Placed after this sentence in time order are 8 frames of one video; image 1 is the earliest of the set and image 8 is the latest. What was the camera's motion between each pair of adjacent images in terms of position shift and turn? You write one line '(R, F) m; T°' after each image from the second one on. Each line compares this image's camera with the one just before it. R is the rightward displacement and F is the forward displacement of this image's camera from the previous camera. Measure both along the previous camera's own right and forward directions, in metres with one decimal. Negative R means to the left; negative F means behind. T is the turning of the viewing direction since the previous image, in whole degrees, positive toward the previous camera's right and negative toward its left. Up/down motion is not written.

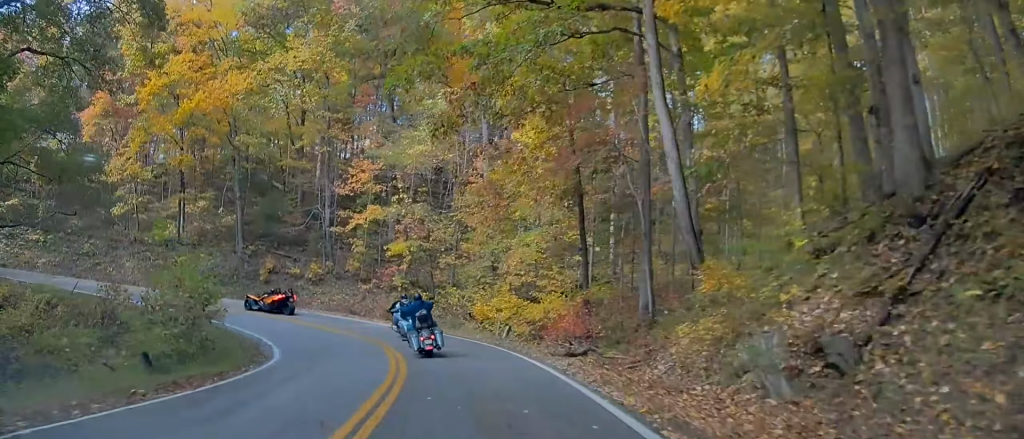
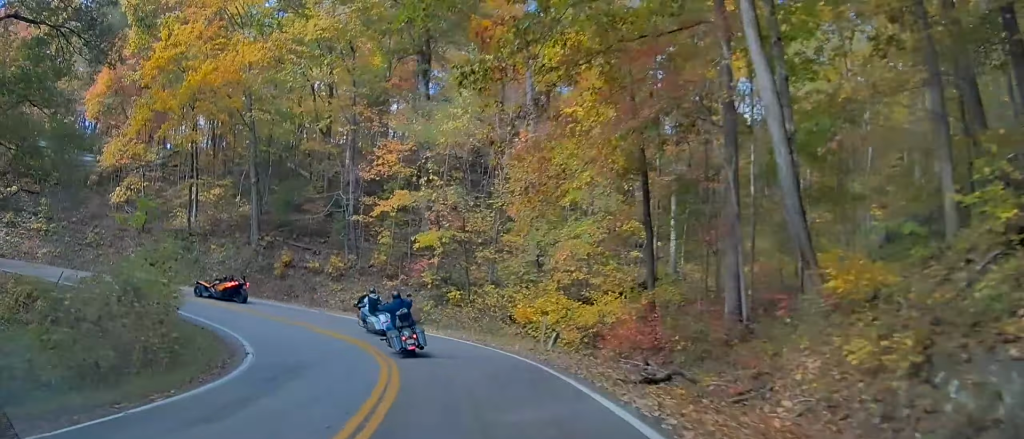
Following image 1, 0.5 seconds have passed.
(-0.2, +4.9) m; -7°
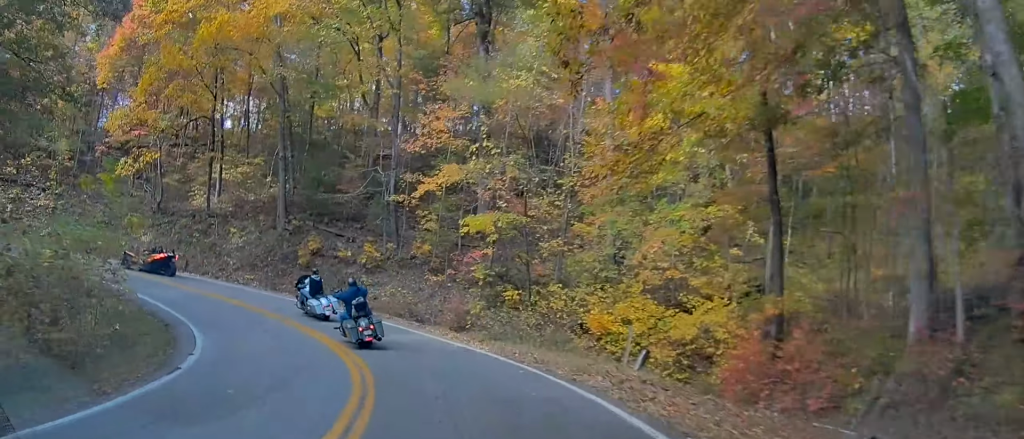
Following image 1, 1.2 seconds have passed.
(-0.4, +6.2) m; -9°
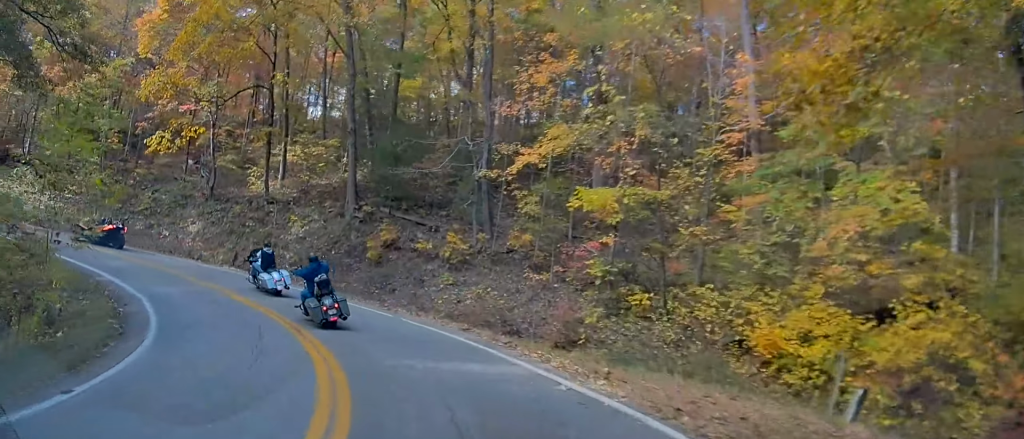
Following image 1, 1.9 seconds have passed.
(-0.7, +6.4) m; -10°
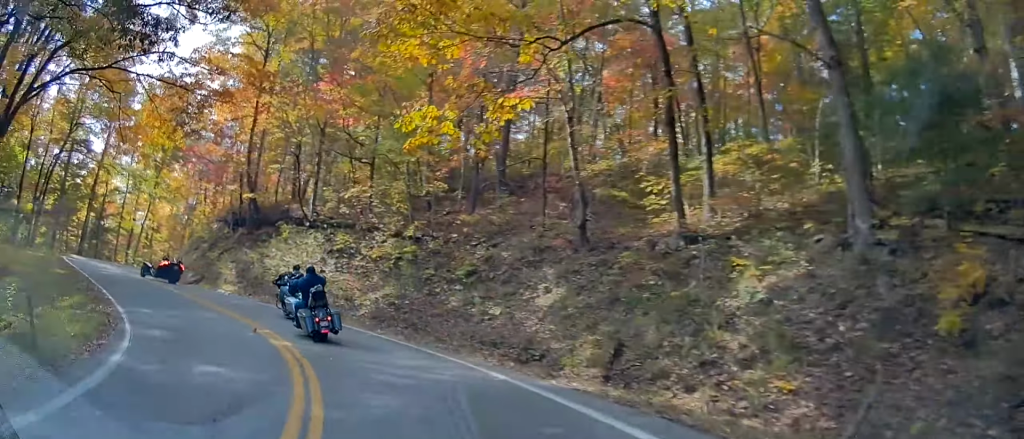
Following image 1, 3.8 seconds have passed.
(-4.6, +15.5) m; -40°
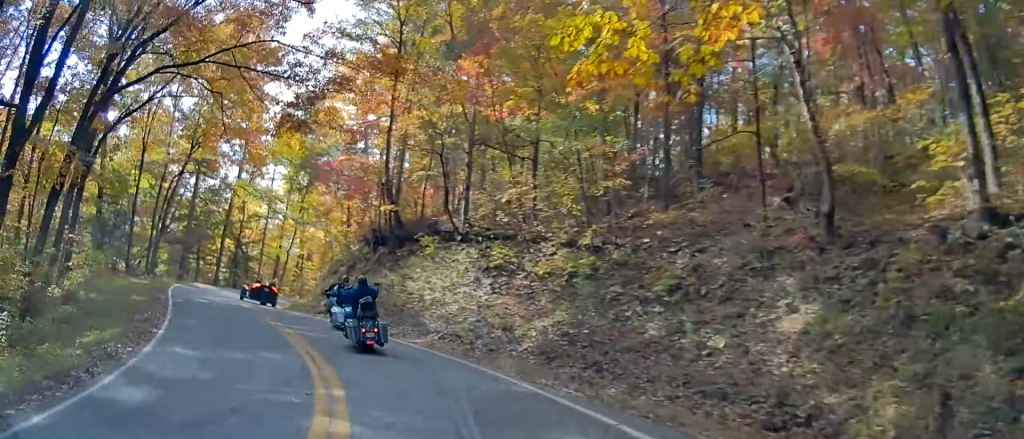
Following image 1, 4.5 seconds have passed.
(-0.9, +6.2) m; -18°
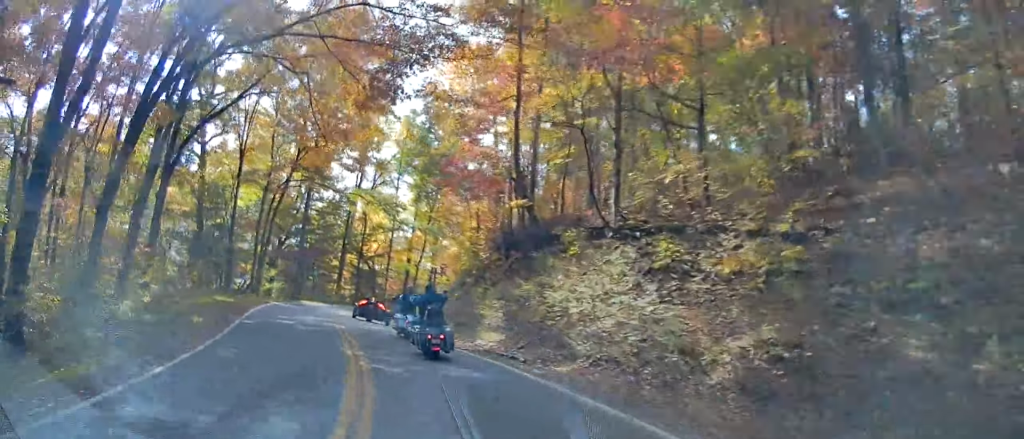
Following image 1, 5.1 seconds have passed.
(-1.0, +5.3) m; -6°
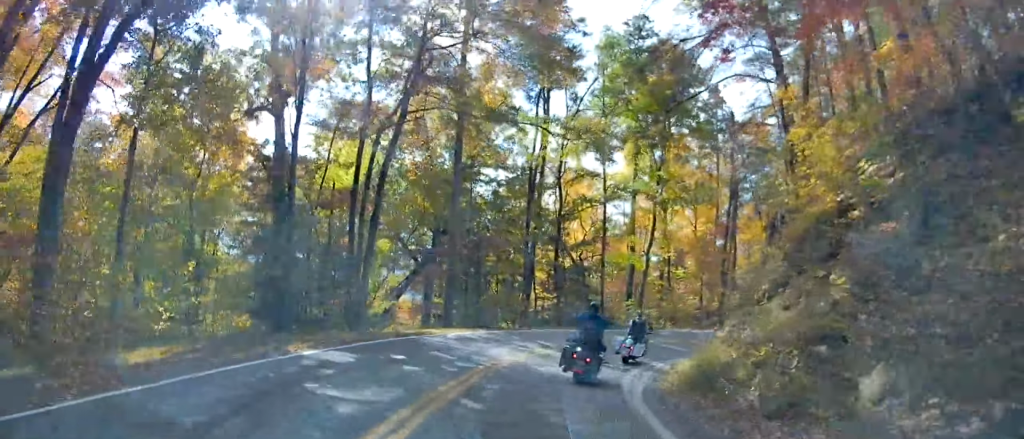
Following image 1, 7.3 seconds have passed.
(-2.8, +20.4) m; -13°
